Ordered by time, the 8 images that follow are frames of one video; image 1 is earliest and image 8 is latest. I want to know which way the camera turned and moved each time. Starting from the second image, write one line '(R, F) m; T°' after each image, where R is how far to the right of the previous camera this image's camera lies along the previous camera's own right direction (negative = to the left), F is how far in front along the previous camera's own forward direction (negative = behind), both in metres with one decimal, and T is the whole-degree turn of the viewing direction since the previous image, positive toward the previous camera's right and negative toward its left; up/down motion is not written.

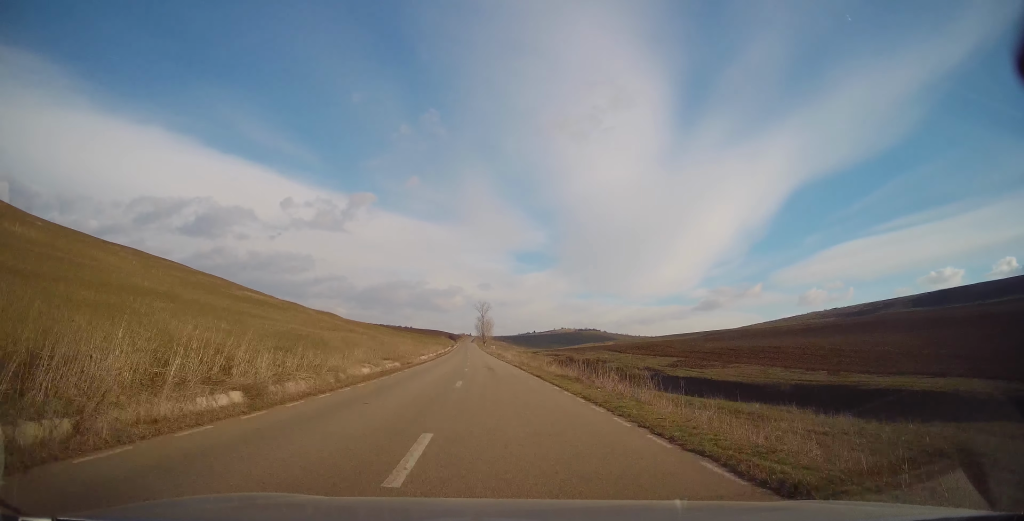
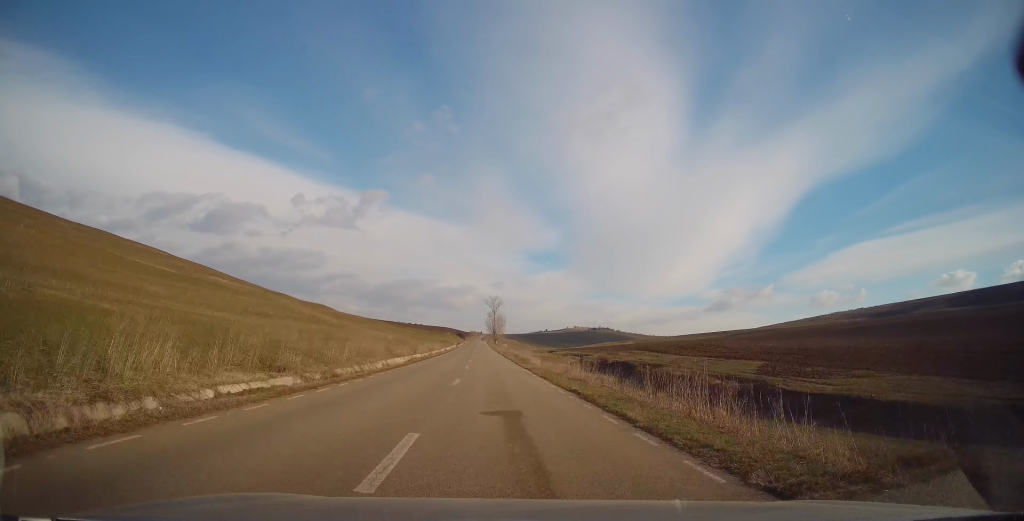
(0.0, +23.6) m; -1°
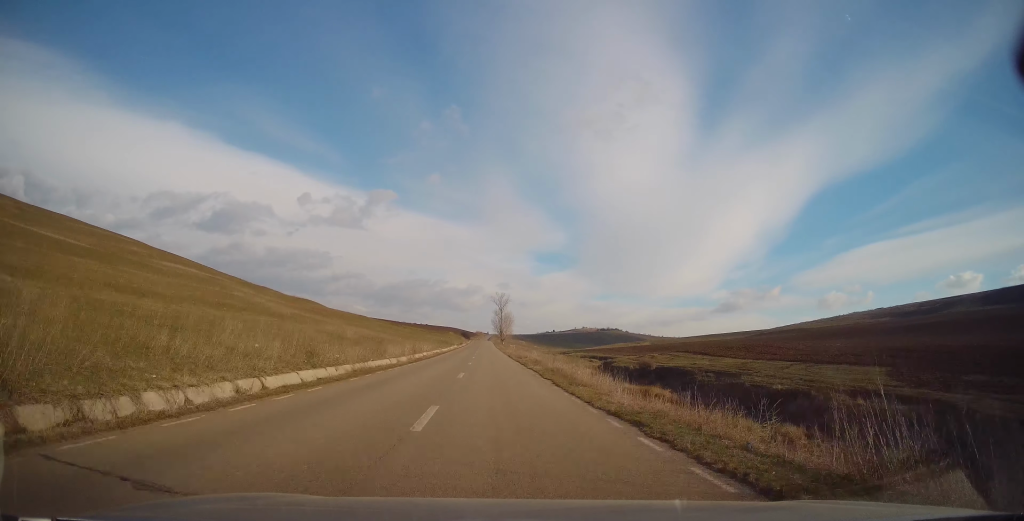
(-0.3, +20.7) m; -1°
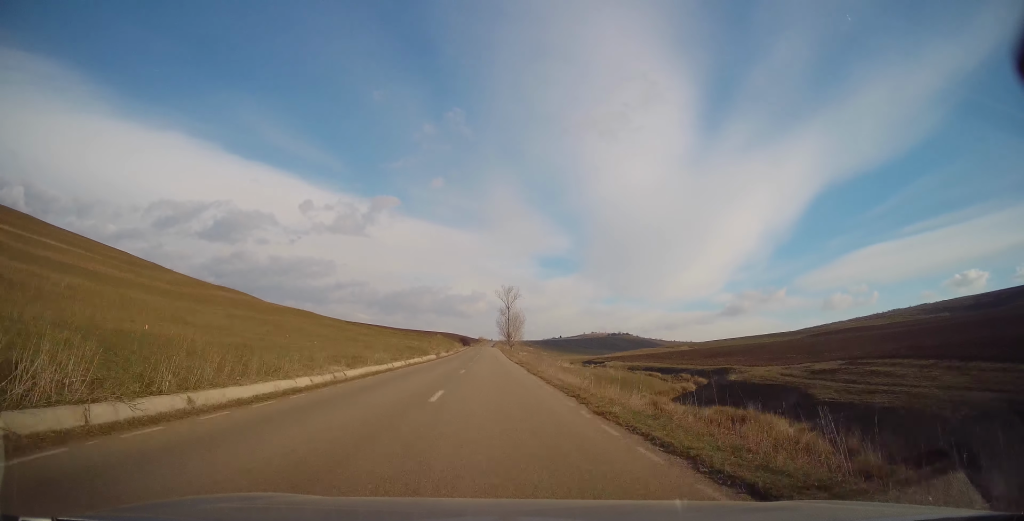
(-0.5, +54.1) m; -1°
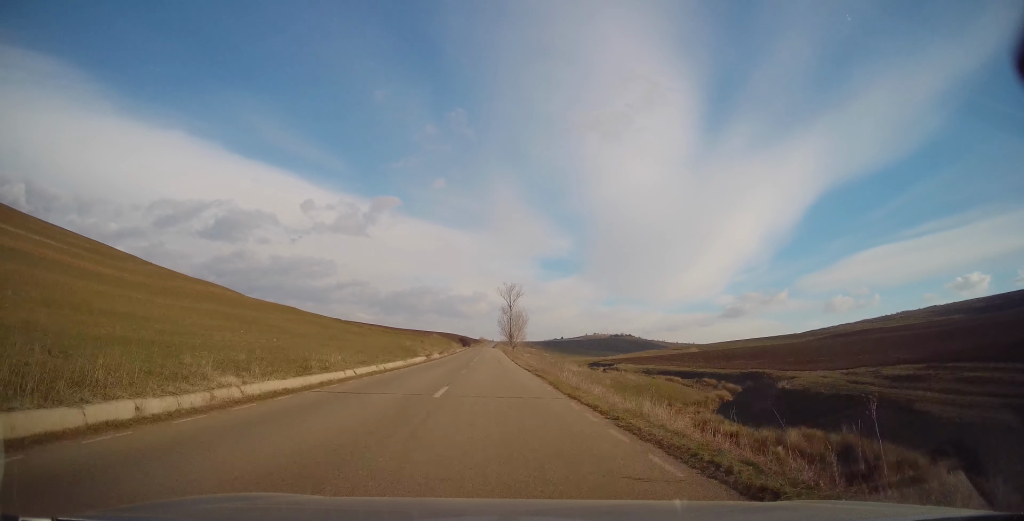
(0.0, +11.0) m; 0°
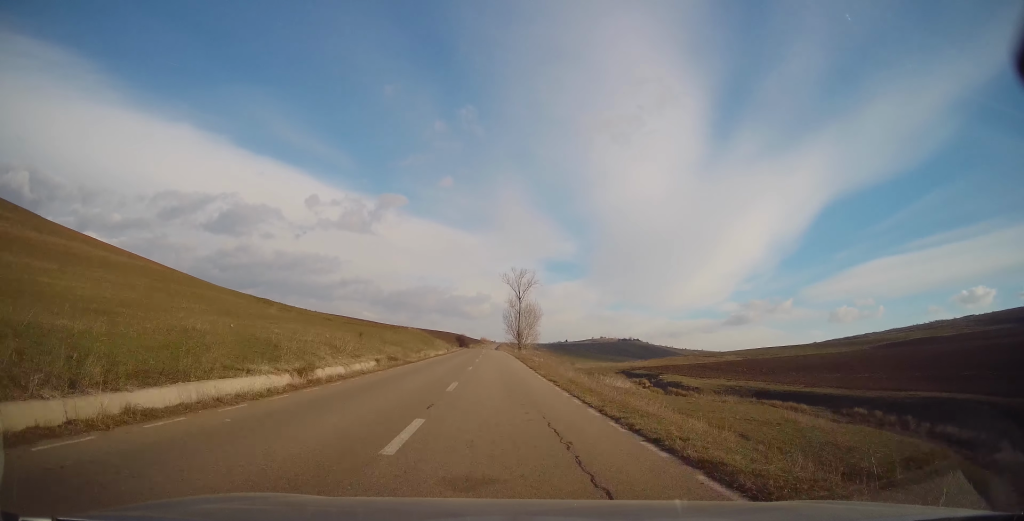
(-0.4, +38.5) m; -1°
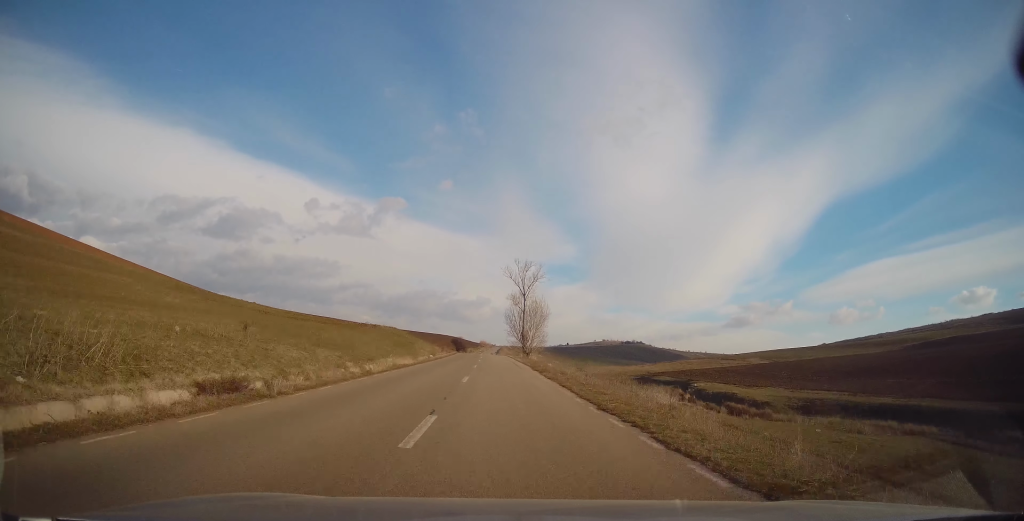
(-0.1, +19.6) m; 0°
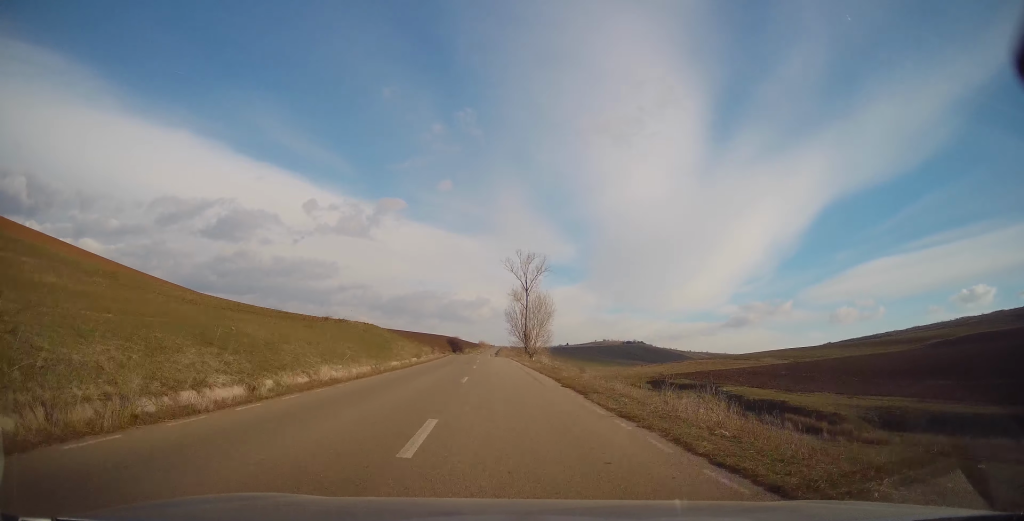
(+0.2, +11.9) m; +1°
